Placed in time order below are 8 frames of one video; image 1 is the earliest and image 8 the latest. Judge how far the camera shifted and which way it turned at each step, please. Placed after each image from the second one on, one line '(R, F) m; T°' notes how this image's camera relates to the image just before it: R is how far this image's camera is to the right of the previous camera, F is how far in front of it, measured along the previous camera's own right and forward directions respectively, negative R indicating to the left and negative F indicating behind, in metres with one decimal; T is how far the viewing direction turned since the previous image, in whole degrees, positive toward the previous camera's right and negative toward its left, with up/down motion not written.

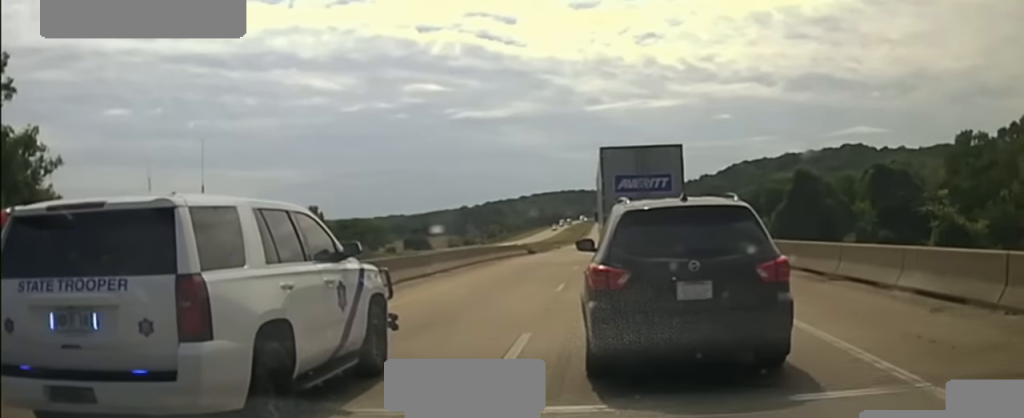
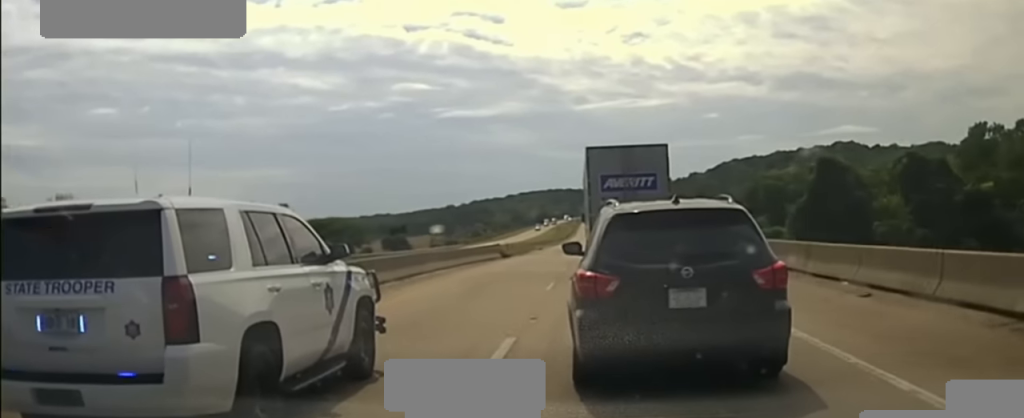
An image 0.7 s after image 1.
(-0.2, +12.1) m; -1°
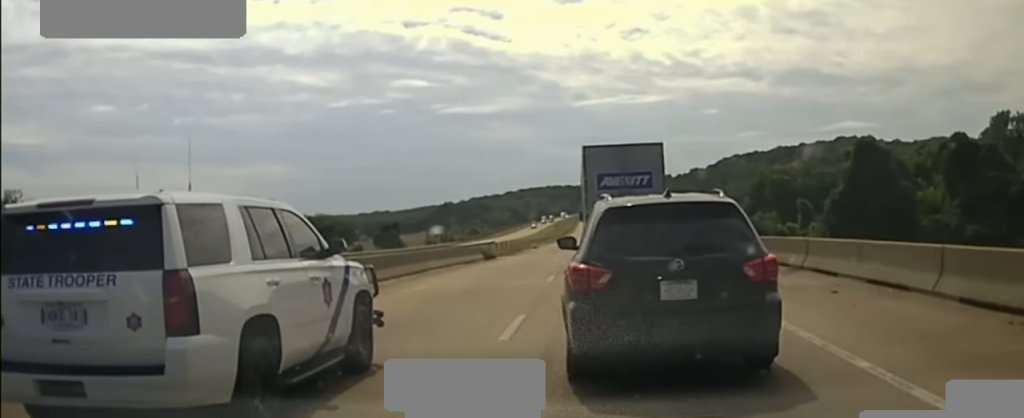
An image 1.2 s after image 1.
(0.0, +9.4) m; 0°
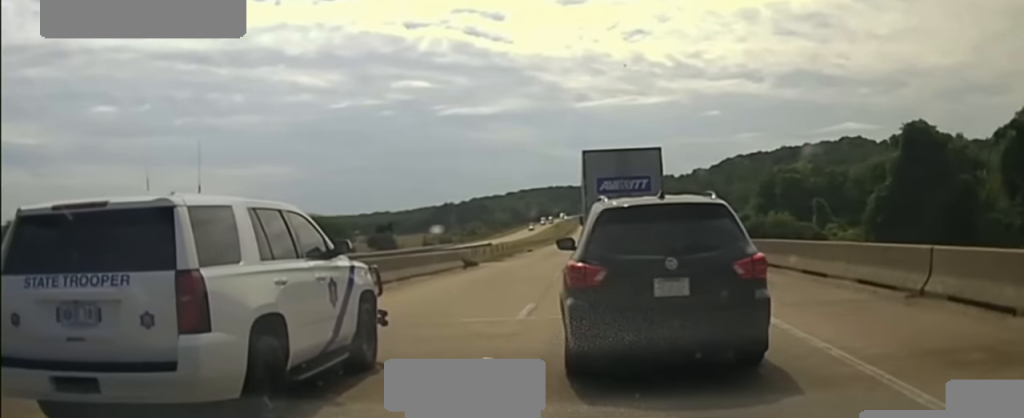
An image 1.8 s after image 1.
(0.0, +9.4) m; 0°
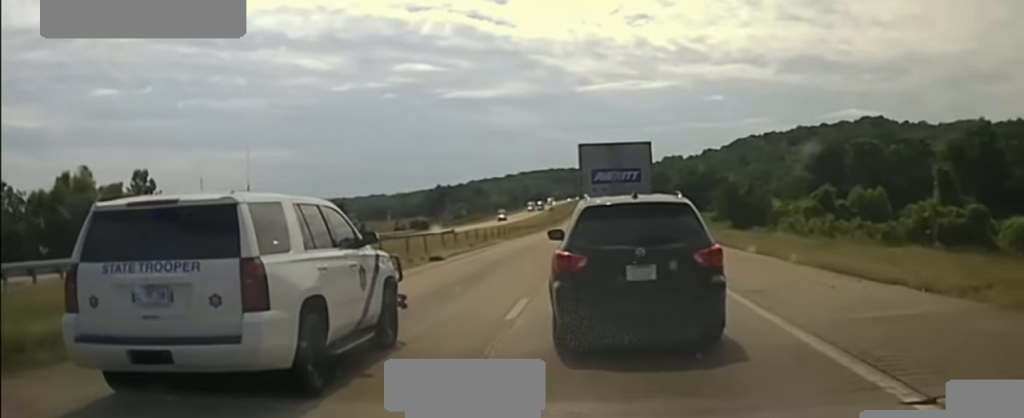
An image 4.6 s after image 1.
(+0.3, +51.3) m; 0°
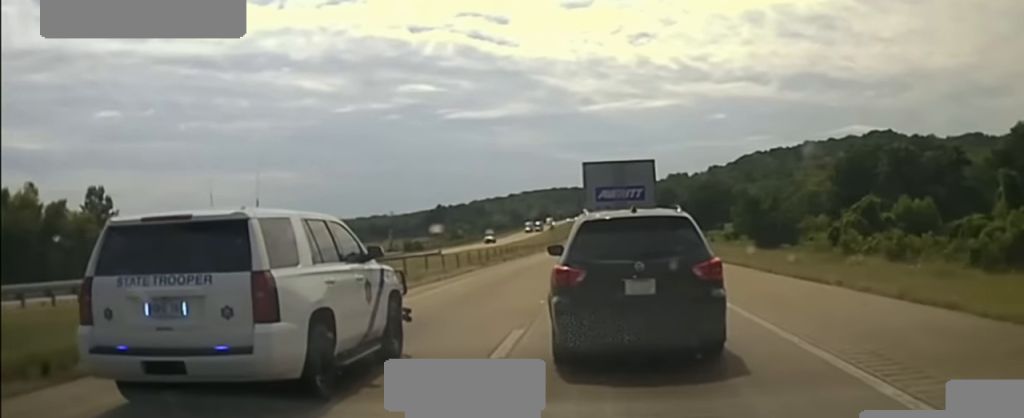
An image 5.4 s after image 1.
(0.0, +15.0) m; 0°
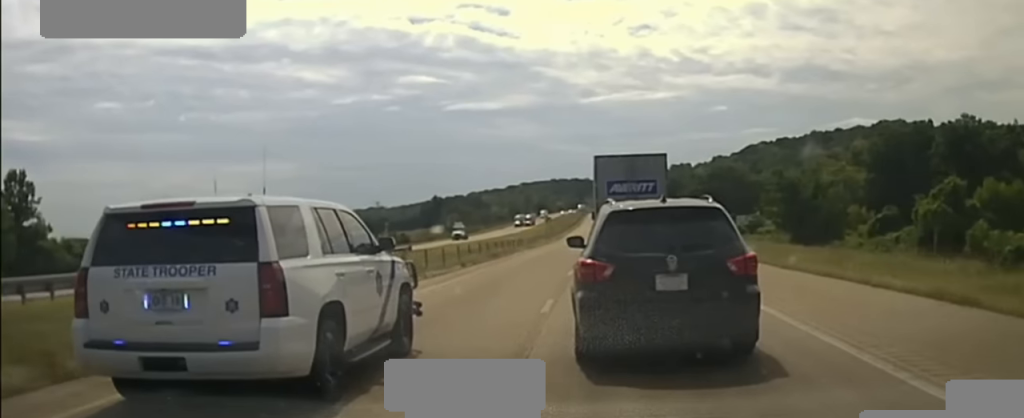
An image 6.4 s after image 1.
(0.0, +20.4) m; 0°
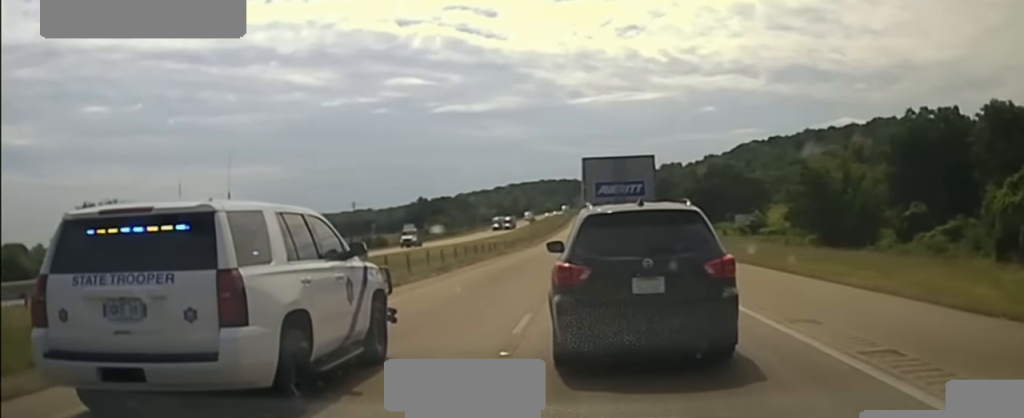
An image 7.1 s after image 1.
(0.0, +13.8) m; 0°
